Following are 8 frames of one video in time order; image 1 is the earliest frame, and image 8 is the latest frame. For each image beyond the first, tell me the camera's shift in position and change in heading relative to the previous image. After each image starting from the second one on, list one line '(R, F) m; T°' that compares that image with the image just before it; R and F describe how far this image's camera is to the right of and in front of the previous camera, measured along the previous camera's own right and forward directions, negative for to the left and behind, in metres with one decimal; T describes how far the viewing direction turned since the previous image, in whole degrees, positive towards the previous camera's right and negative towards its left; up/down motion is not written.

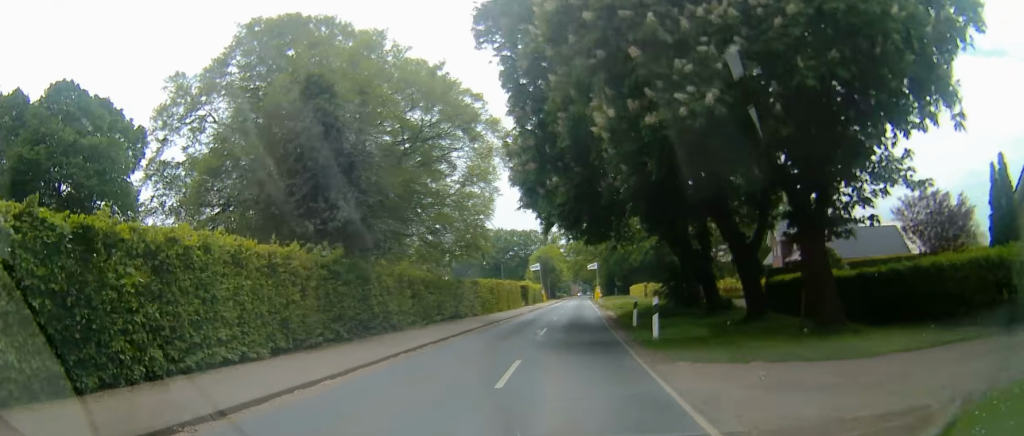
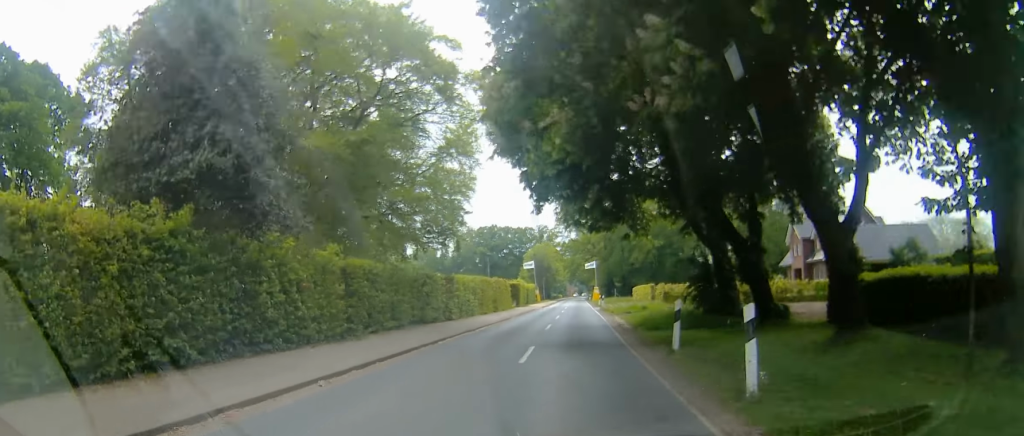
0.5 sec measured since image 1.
(+0.5, +8.5) m; +1°
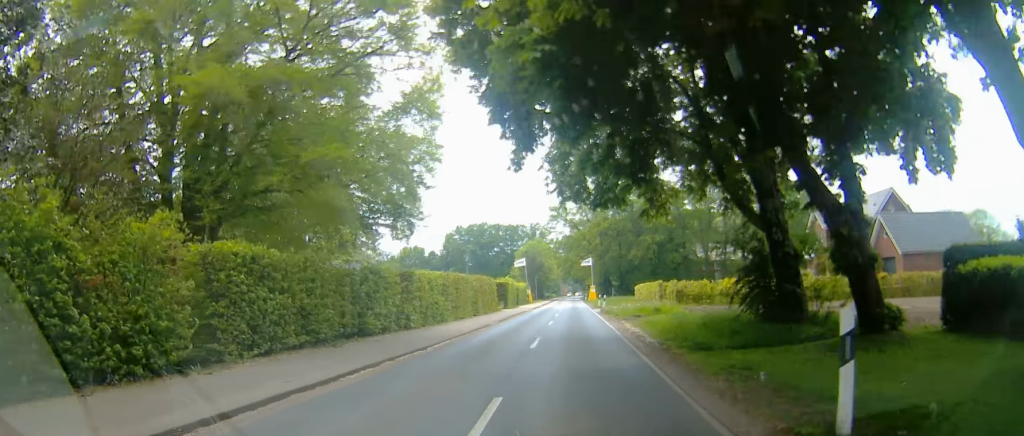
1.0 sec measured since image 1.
(-0.4, +8.6) m; 0°
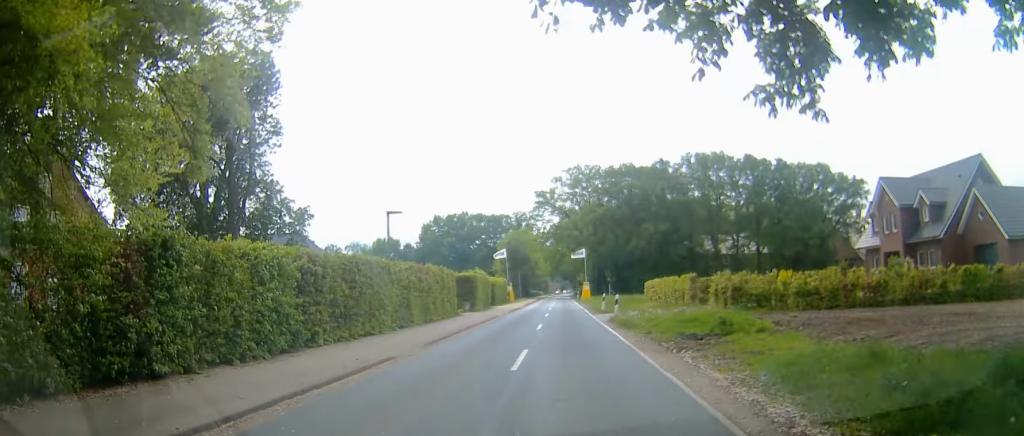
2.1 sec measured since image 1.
(+0.2, +17.1) m; +2°
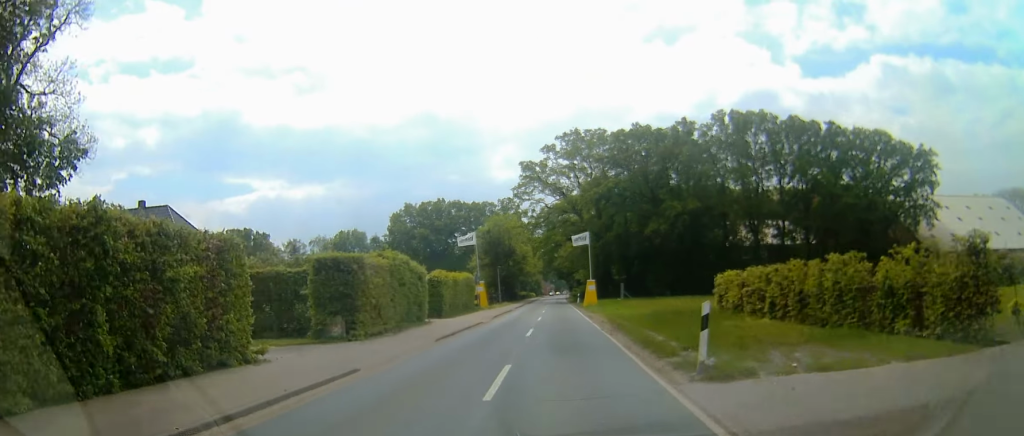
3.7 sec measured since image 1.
(+0.5, +27.1) m; +1°
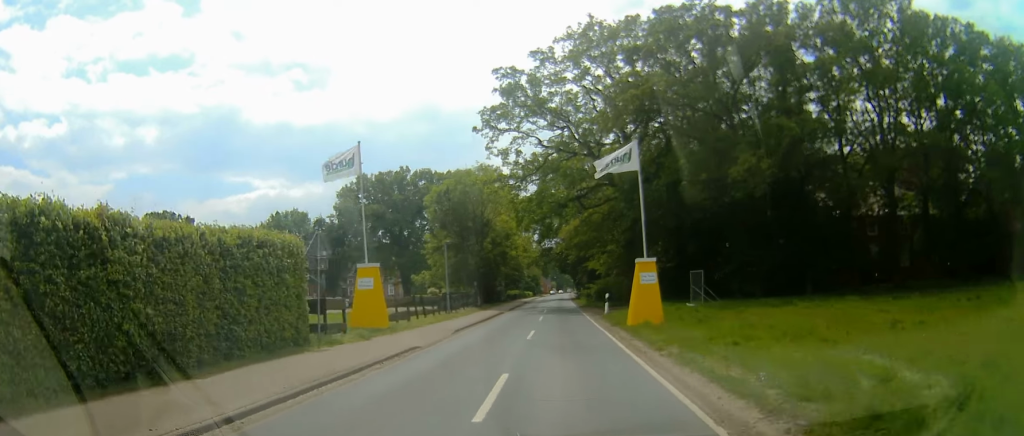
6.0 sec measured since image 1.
(+0.1, +37.9) m; 0°
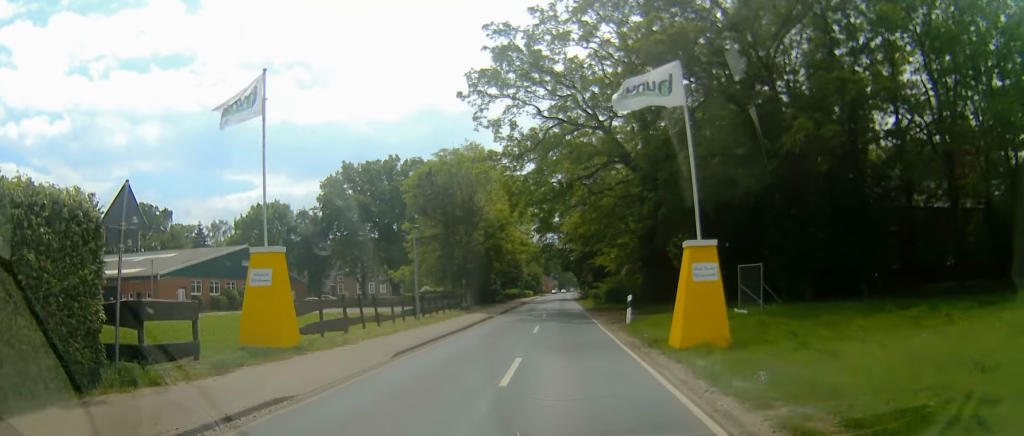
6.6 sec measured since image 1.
(0.0, +9.3) m; 0°
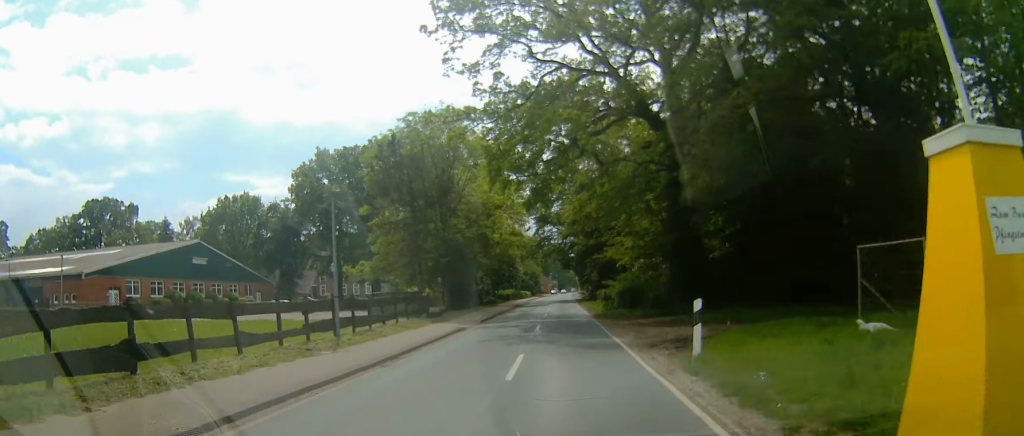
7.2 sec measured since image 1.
(-0.1, +11.4) m; 0°
